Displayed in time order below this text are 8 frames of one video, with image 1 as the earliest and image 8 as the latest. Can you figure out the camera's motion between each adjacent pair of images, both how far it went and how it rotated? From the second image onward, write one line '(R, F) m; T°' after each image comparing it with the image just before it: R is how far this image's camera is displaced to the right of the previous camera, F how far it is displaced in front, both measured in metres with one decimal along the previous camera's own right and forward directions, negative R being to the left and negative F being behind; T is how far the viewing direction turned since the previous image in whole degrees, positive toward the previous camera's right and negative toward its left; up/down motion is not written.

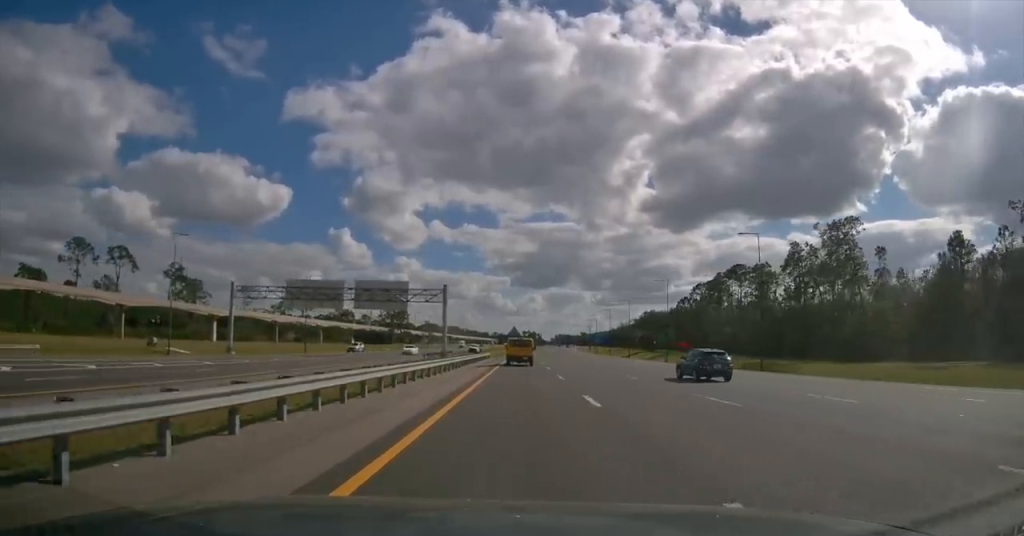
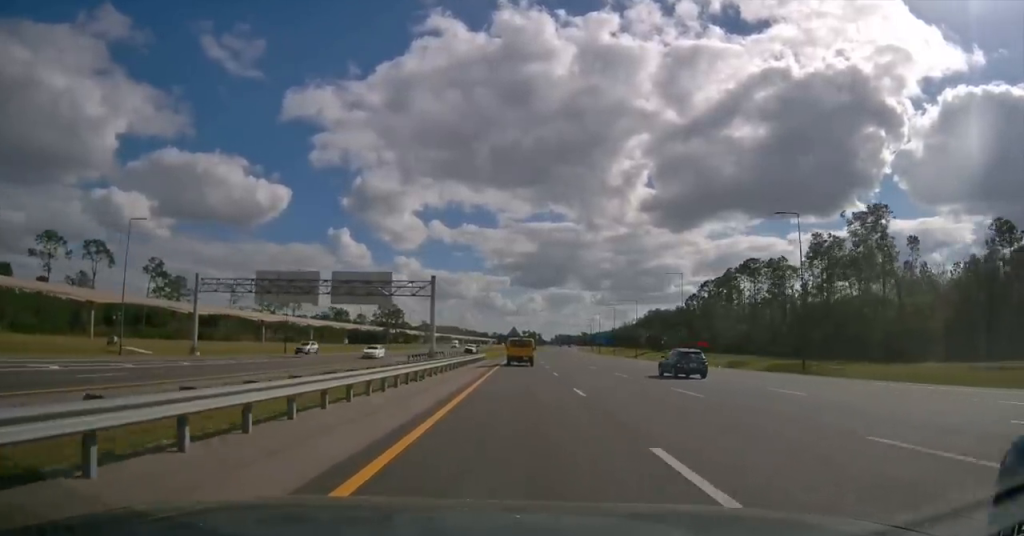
(+0.1, +9.3) m; 0°
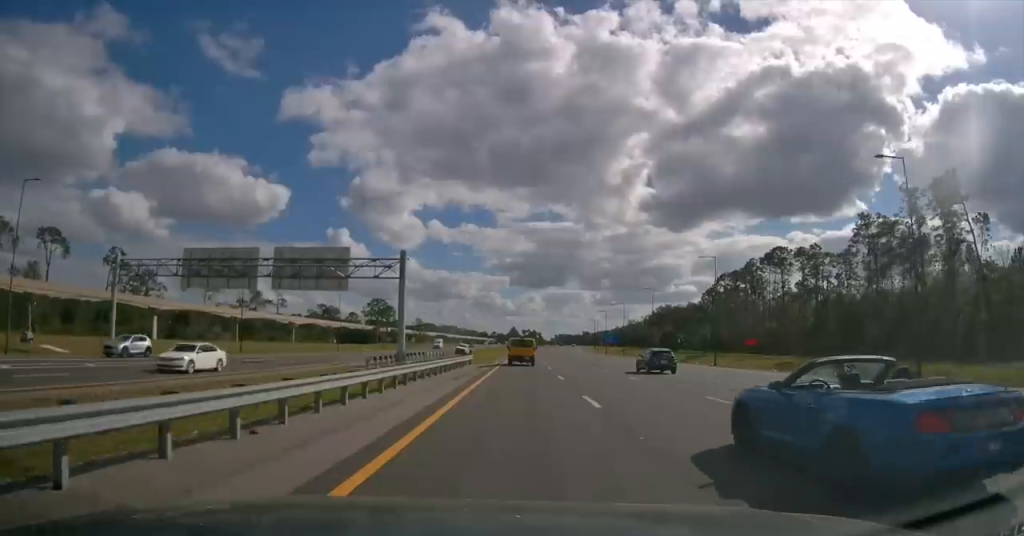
(+0.3, +16.0) m; 0°
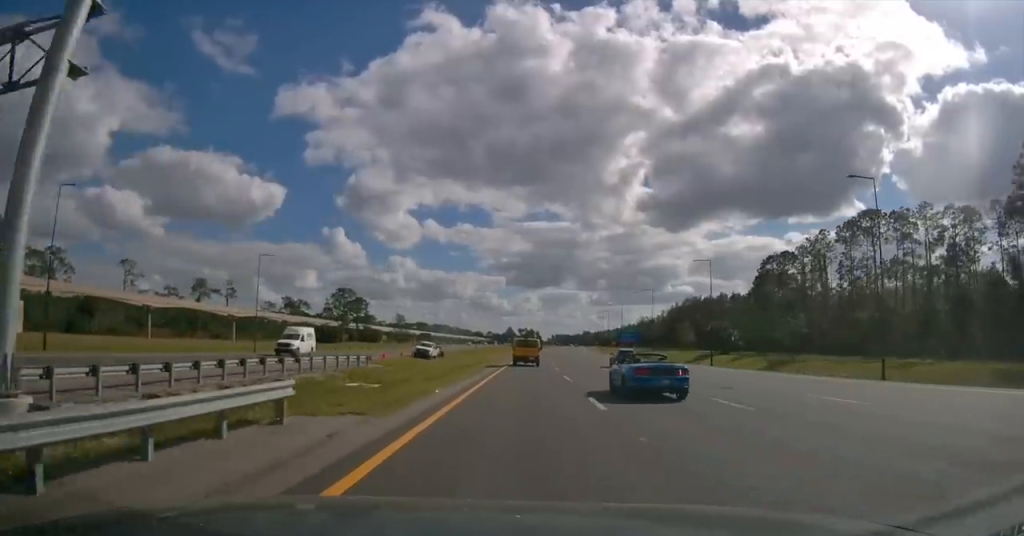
(+0.3, +37.0) m; +1°
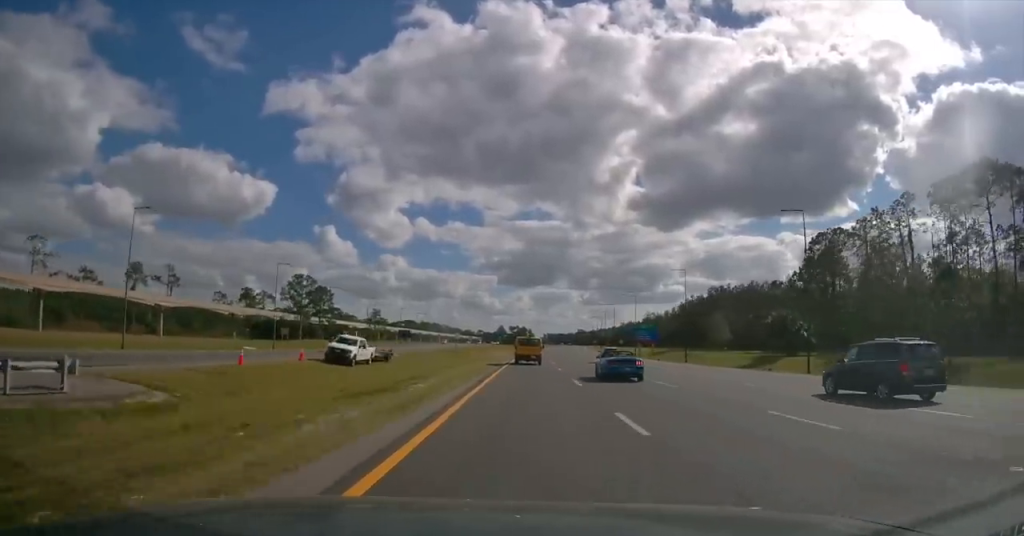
(0.0, +28.7) m; 0°
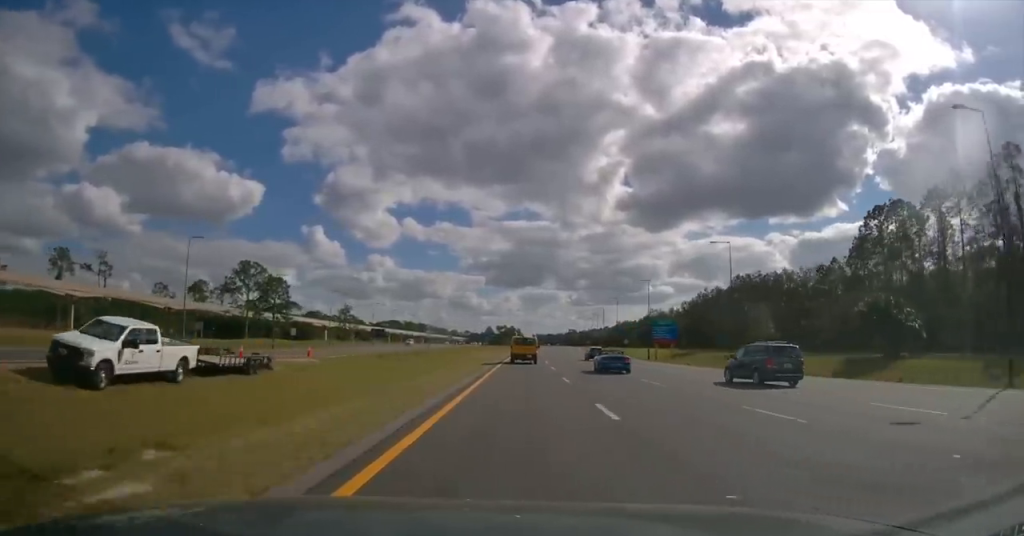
(+0.1, +24.1) m; +1°
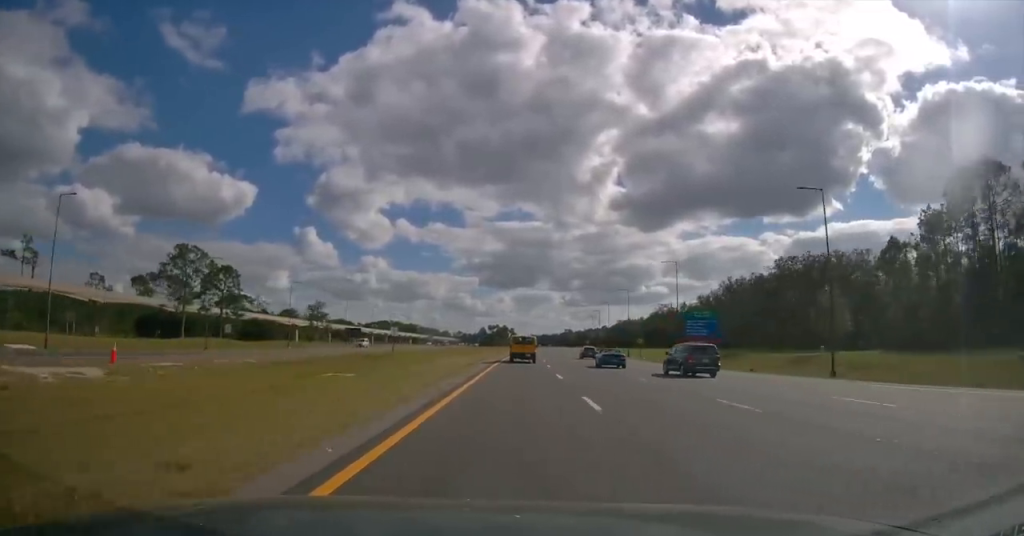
(+0.3, +23.0) m; 0°
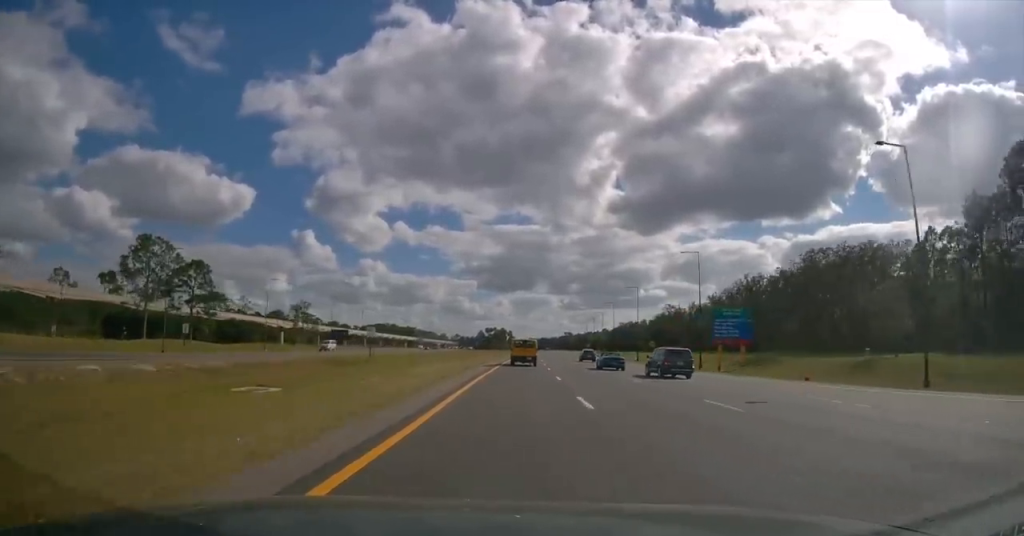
(+0.1, +11.2) m; 0°
